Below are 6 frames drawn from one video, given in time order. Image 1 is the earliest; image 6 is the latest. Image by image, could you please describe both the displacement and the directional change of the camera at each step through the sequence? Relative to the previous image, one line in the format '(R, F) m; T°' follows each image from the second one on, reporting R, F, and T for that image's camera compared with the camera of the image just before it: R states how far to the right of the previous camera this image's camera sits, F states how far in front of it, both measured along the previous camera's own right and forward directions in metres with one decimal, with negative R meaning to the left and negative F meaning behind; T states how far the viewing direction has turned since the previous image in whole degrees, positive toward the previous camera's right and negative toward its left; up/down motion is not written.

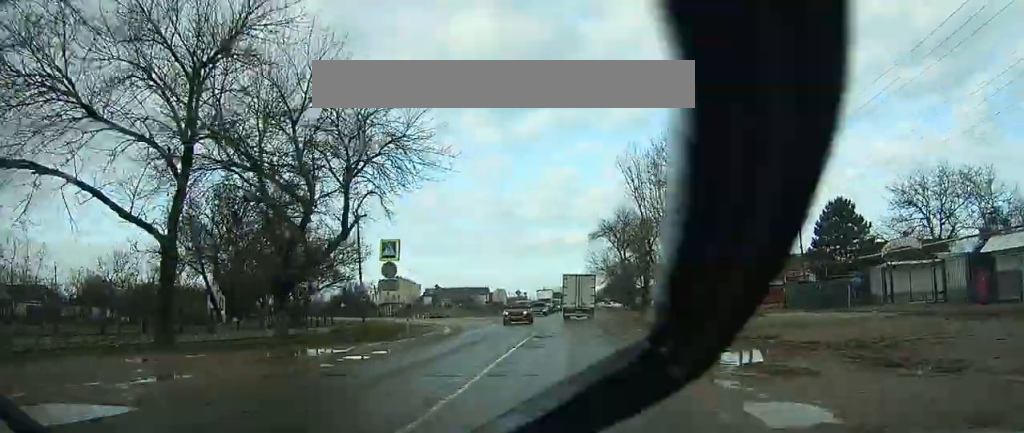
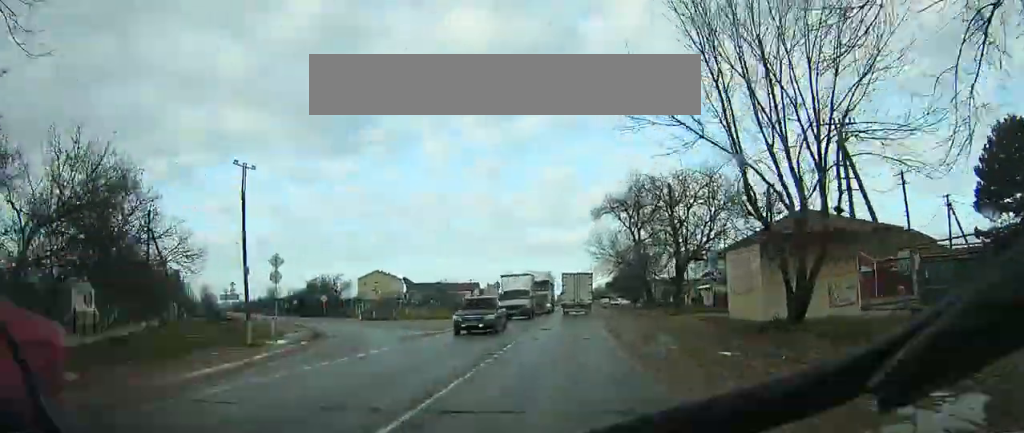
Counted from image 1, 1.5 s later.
(+0.3, +21.7) m; -5°
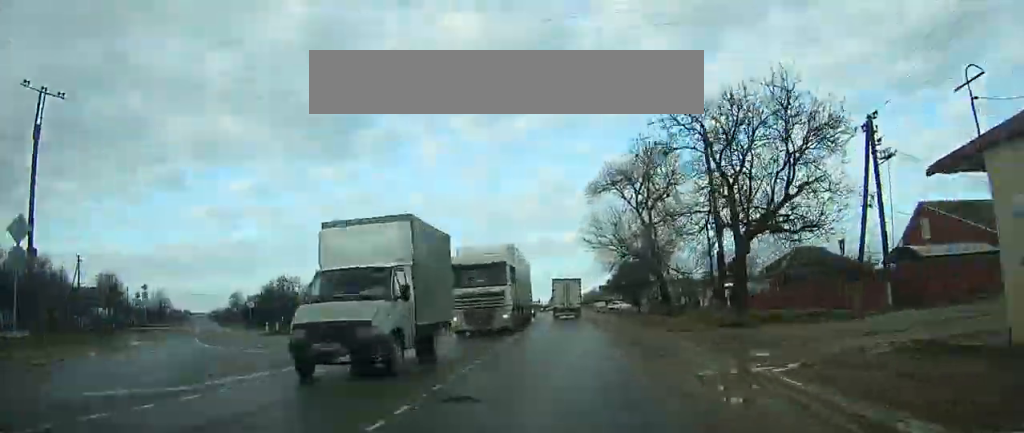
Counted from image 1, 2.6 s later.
(+1.1, +17.0) m; -7°
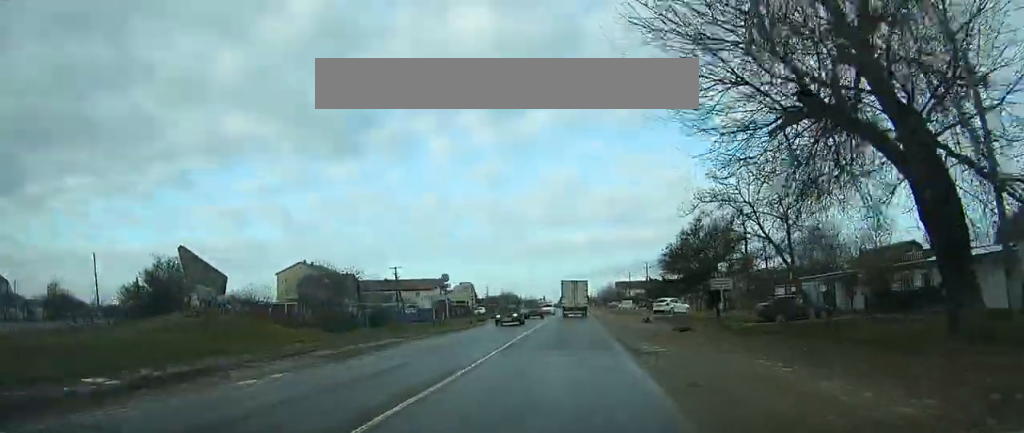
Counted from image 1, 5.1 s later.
(-5.4, +40.5) m; -2°
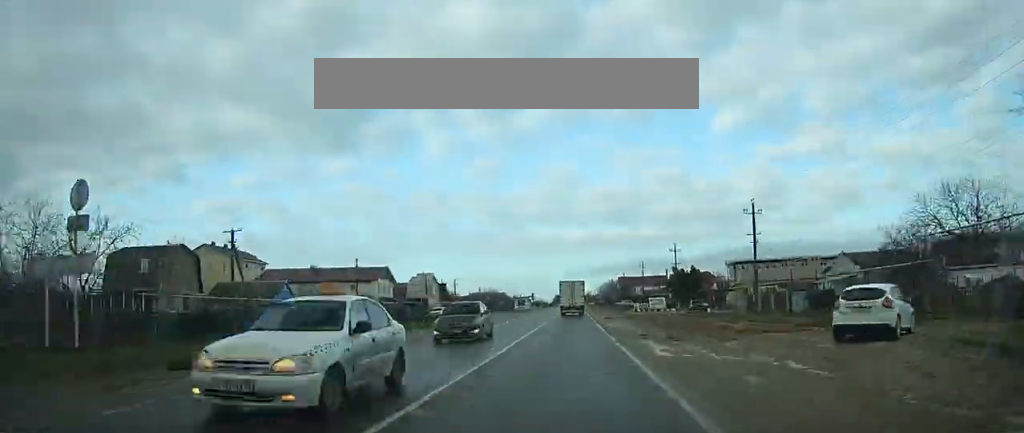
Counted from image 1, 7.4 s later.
(+3.3, +38.1) m; +5°
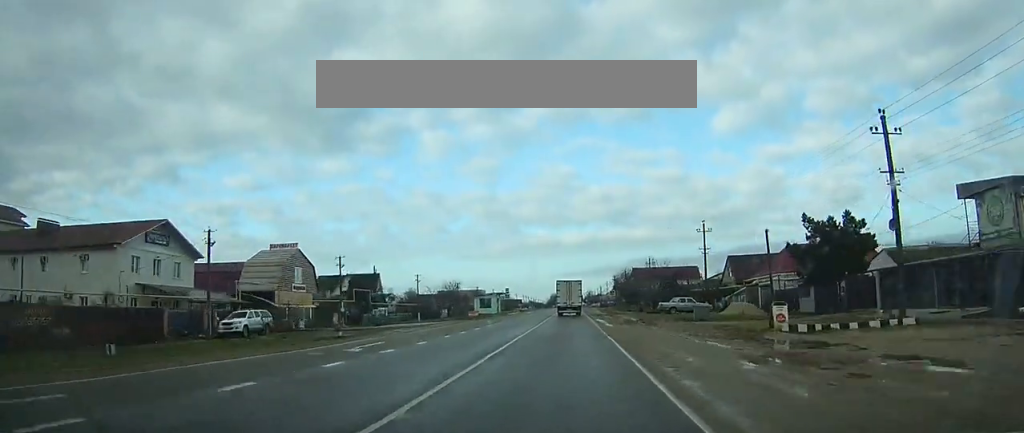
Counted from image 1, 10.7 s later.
(+0.3, +58.2) m; +1°
